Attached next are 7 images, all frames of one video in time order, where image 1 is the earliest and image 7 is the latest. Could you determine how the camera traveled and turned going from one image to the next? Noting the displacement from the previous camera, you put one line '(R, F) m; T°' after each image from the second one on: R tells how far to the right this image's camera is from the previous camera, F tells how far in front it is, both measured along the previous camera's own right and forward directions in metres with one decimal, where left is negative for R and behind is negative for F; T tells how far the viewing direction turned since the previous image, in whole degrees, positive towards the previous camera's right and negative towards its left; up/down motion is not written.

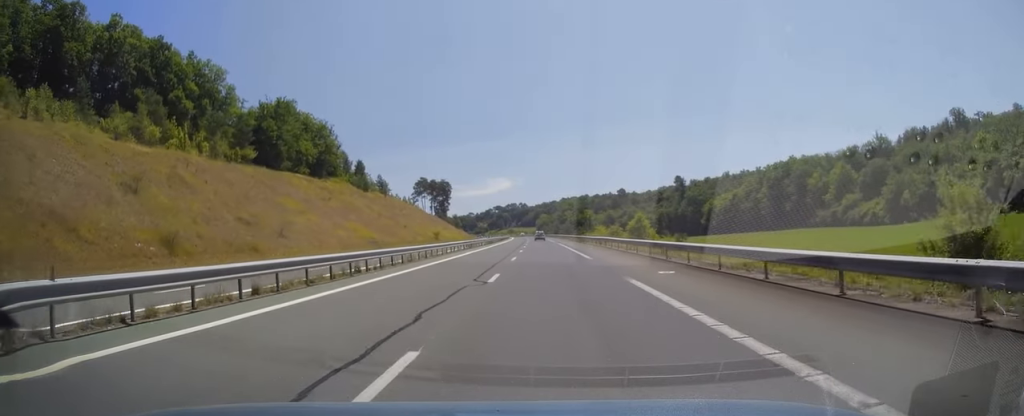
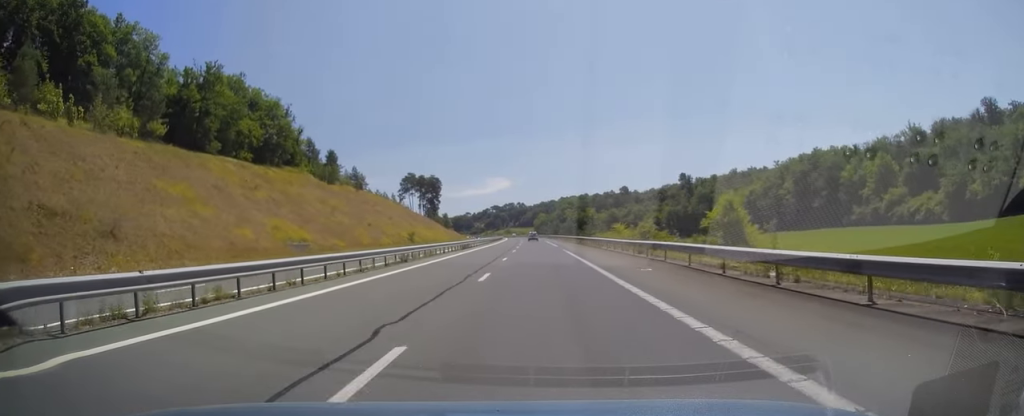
(0.0, +25.6) m; 0°
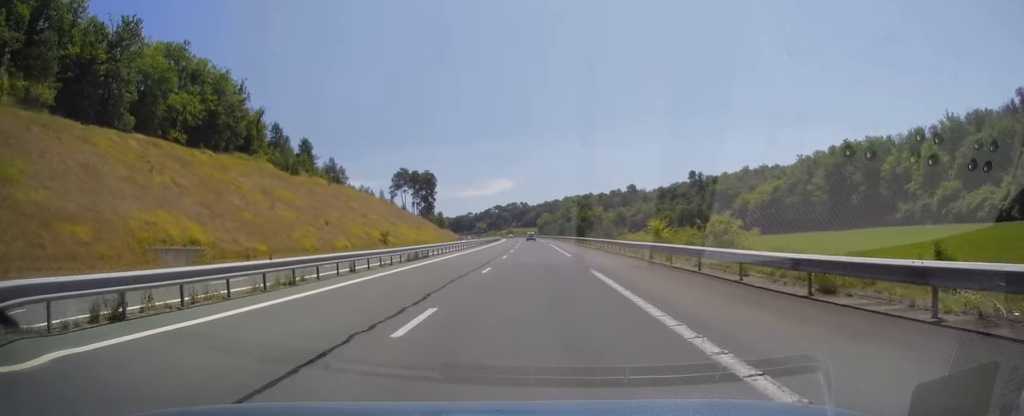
(-0.1, +22.1) m; 0°
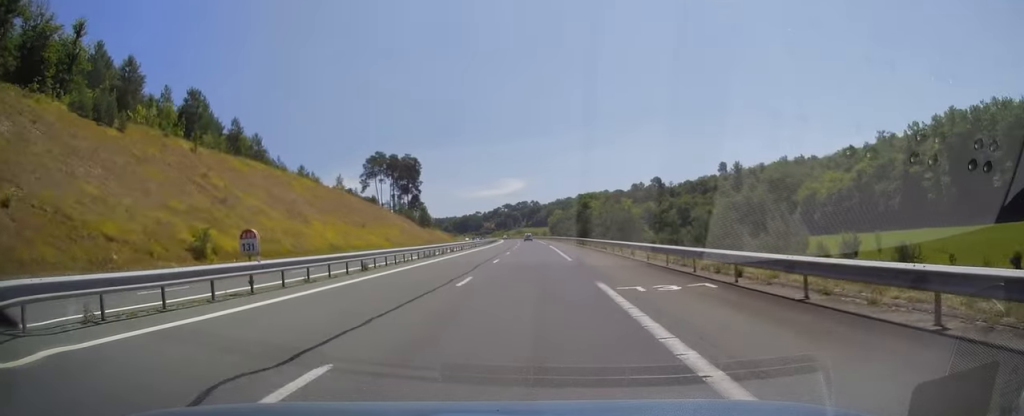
(-0.1, +56.5) m; -1°
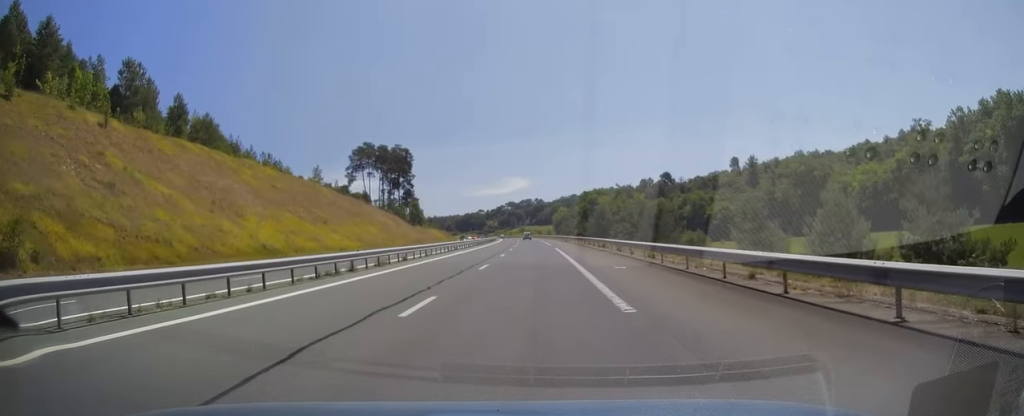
(-0.1, +19.1) m; -1°
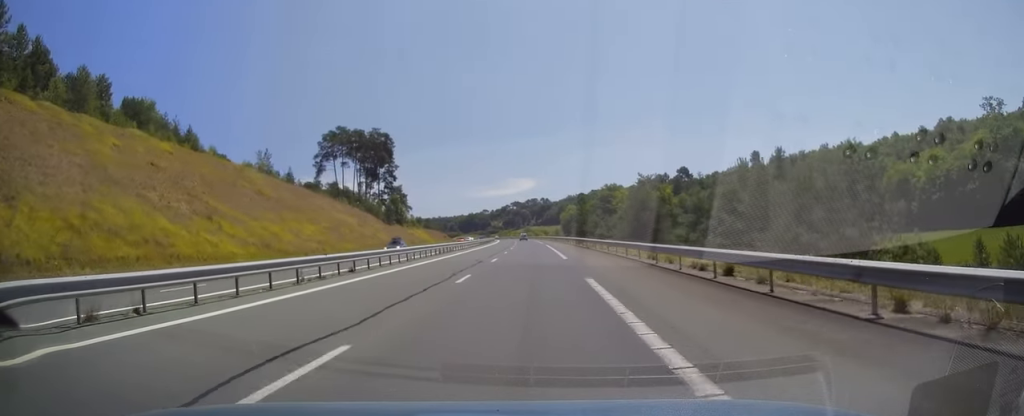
(-0.3, +31.4) m; 0°
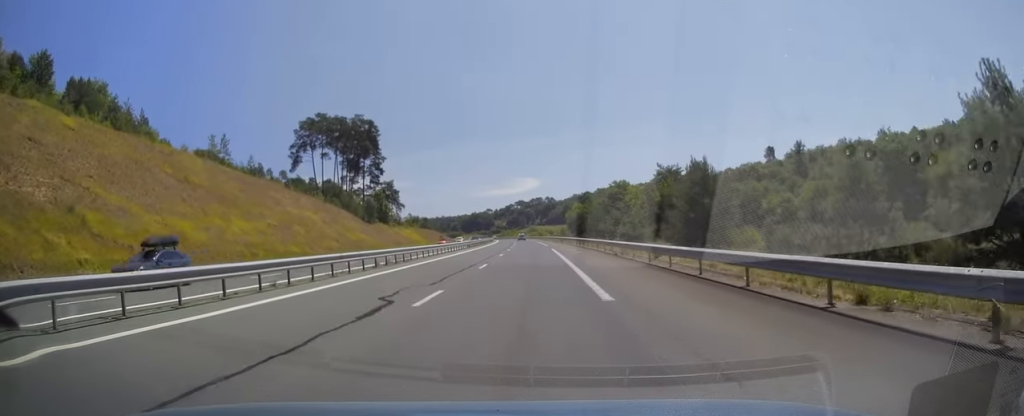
(+0.2, +18.7) m; 0°
